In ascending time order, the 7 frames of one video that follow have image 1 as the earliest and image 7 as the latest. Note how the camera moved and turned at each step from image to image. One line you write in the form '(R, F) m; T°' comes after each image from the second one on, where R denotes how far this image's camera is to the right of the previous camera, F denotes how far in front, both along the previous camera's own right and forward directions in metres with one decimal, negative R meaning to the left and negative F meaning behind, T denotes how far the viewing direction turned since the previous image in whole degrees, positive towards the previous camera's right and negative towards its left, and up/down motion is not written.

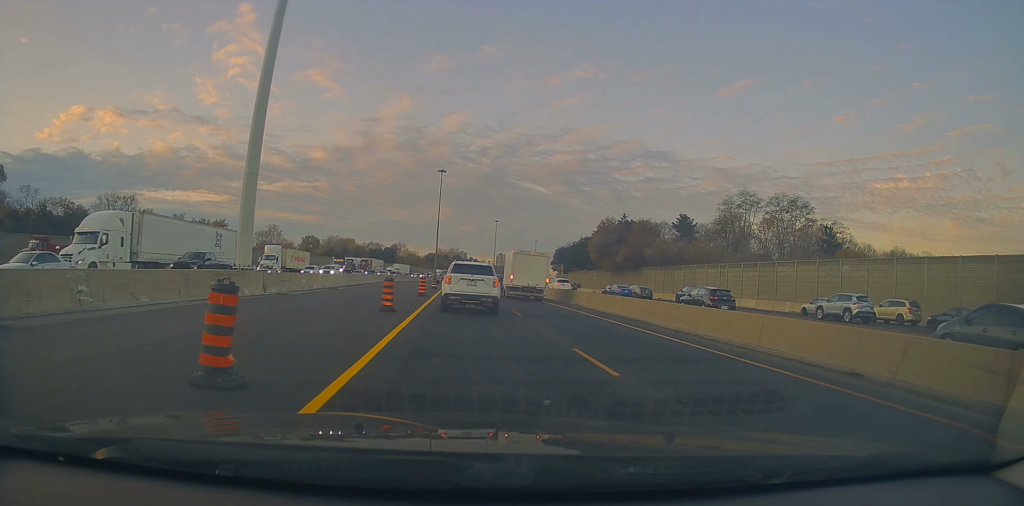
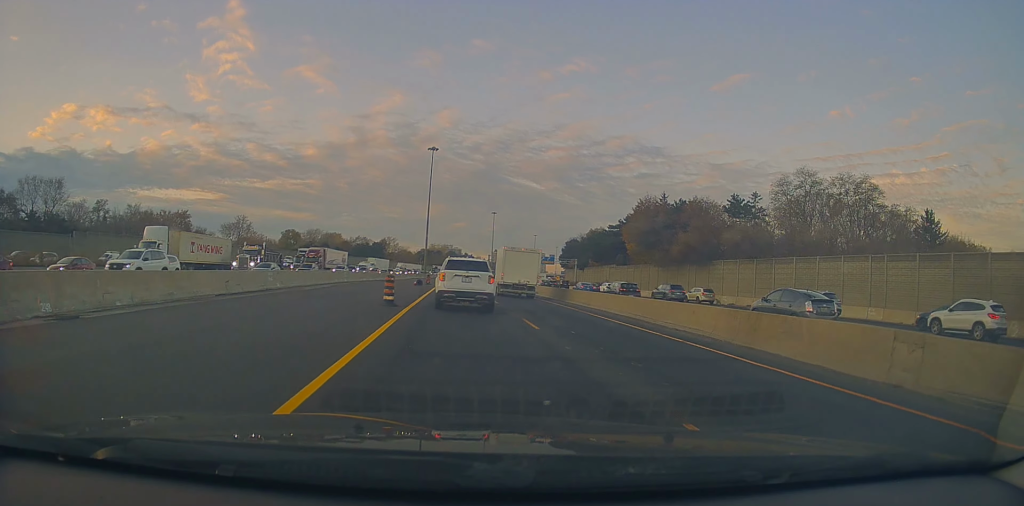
(-0.3, +29.4) m; 0°
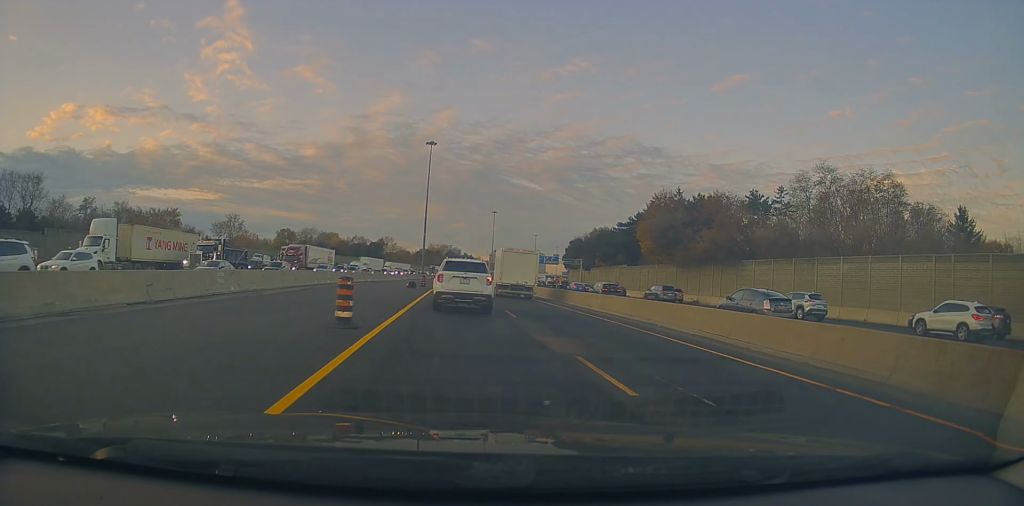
(+0.2, +7.6) m; +1°
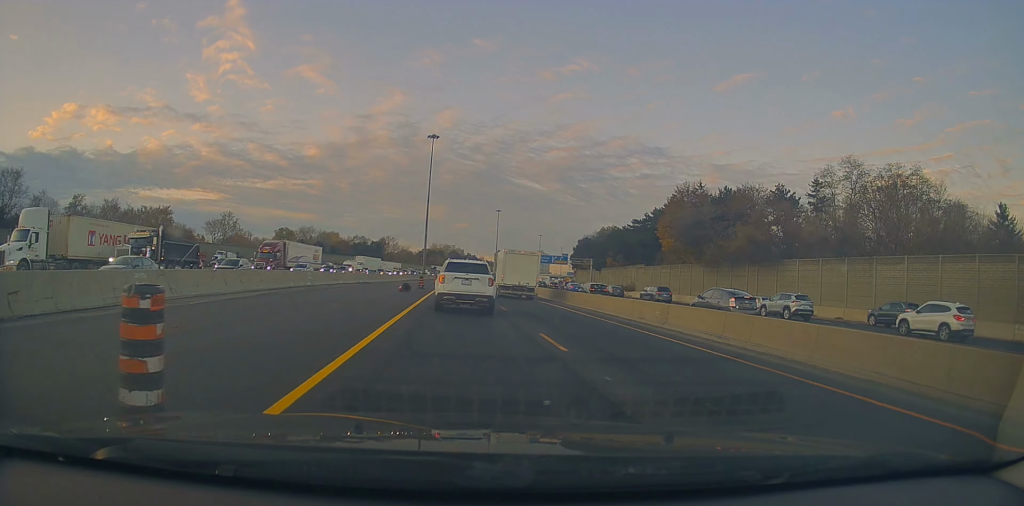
(0.0, +7.8) m; -1°
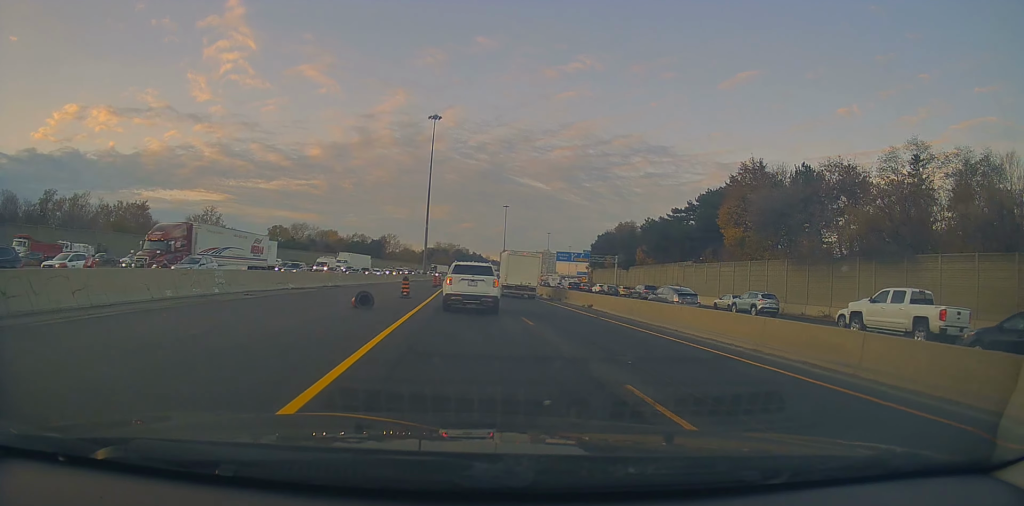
(-0.4, +18.3) m; -2°
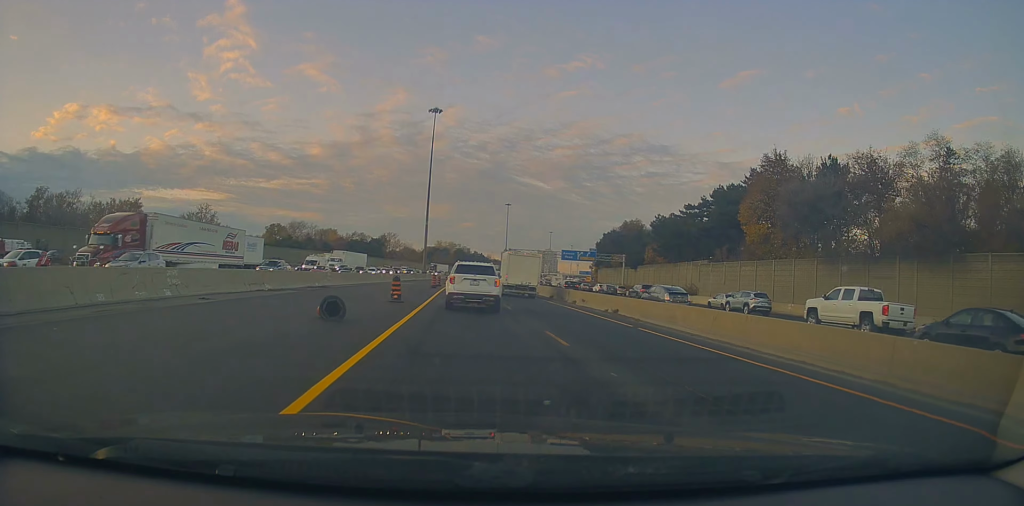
(0.0, +4.9) m; 0°
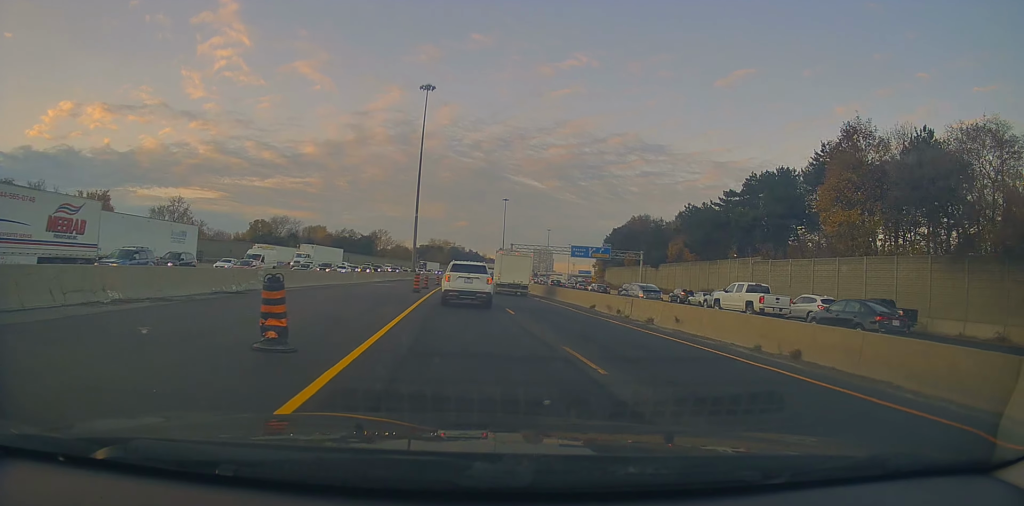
(+0.1, +15.3) m; +2°
